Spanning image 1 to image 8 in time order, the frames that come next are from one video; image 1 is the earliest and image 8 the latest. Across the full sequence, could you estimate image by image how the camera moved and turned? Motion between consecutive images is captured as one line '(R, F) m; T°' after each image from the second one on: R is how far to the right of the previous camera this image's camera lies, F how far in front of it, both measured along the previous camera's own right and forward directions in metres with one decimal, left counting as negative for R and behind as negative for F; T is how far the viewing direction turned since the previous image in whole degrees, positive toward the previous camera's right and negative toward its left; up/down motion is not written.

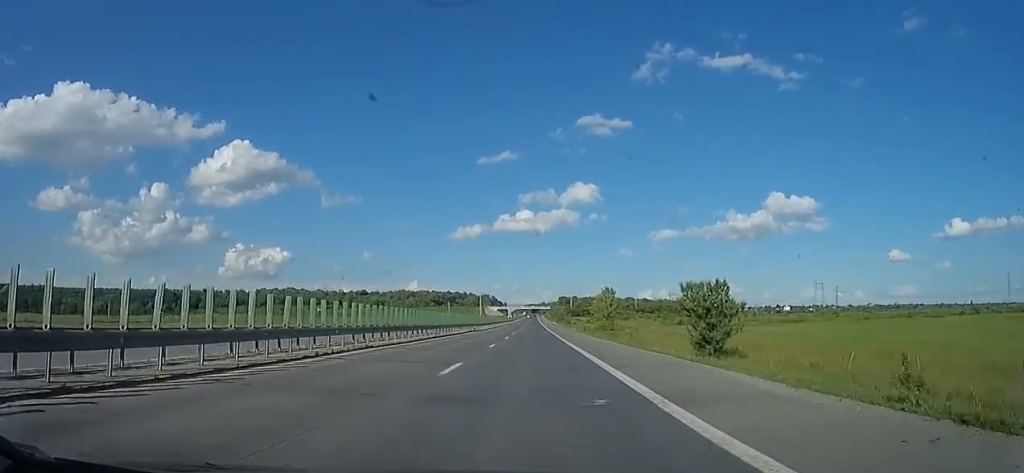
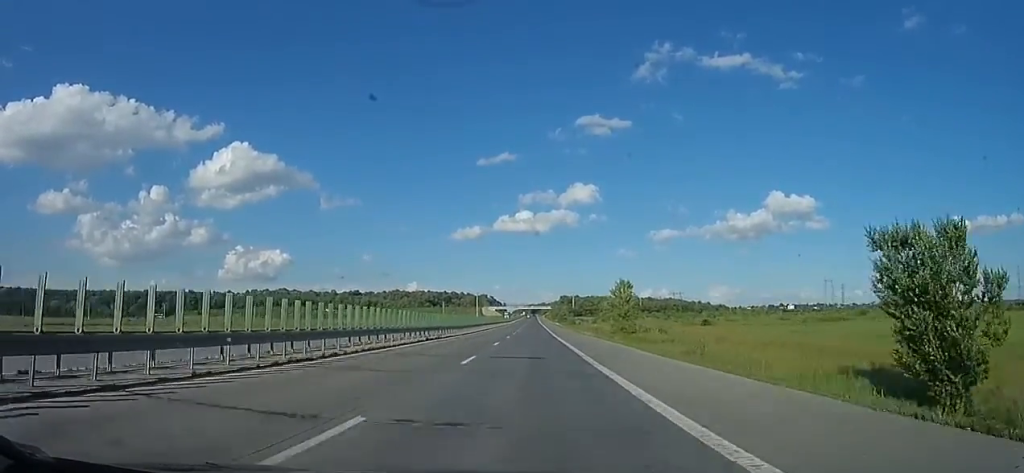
(-0.4, +19.8) m; -1°
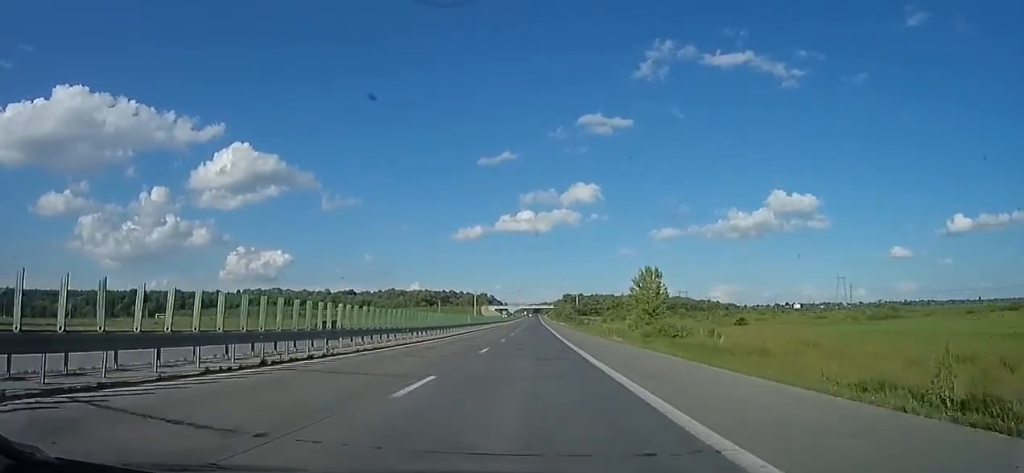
(-0.4, +19.3) m; -1°
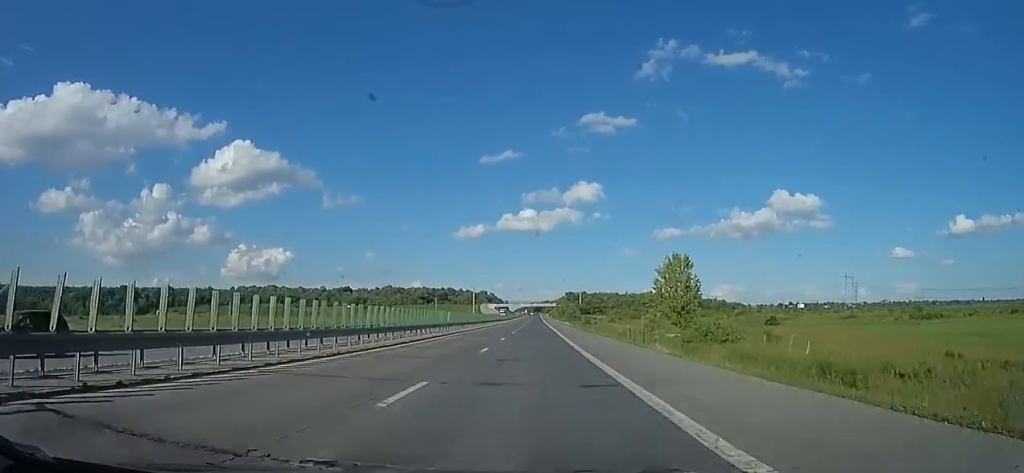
(-0.1, +12.7) m; 0°
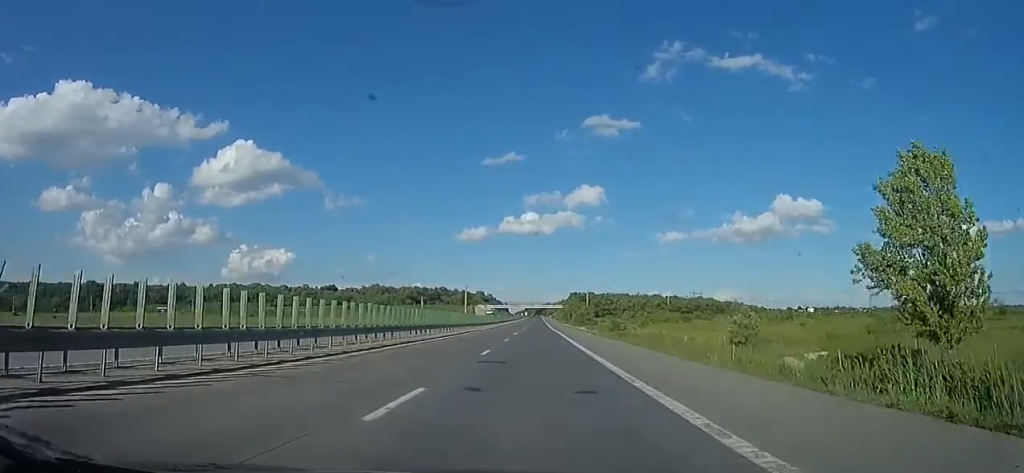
(-0.2, +37.0) m; 0°
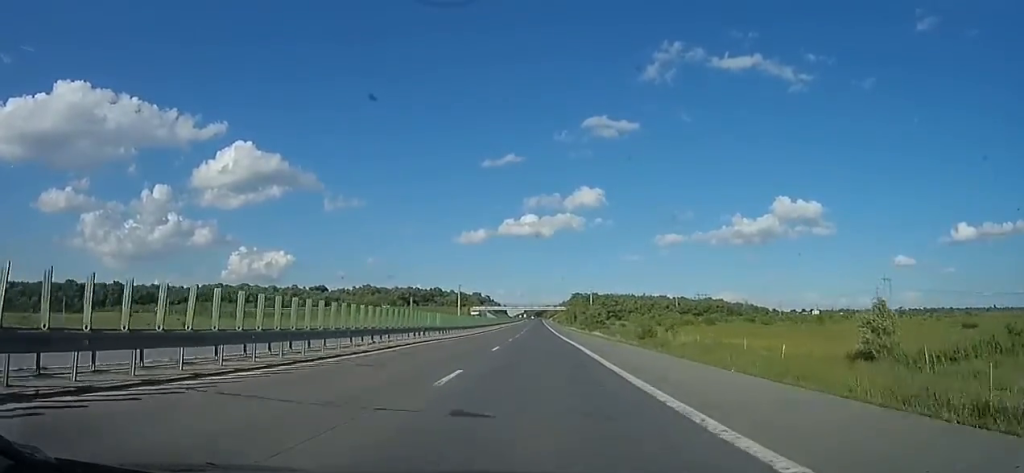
(0.0, +20.2) m; +1°
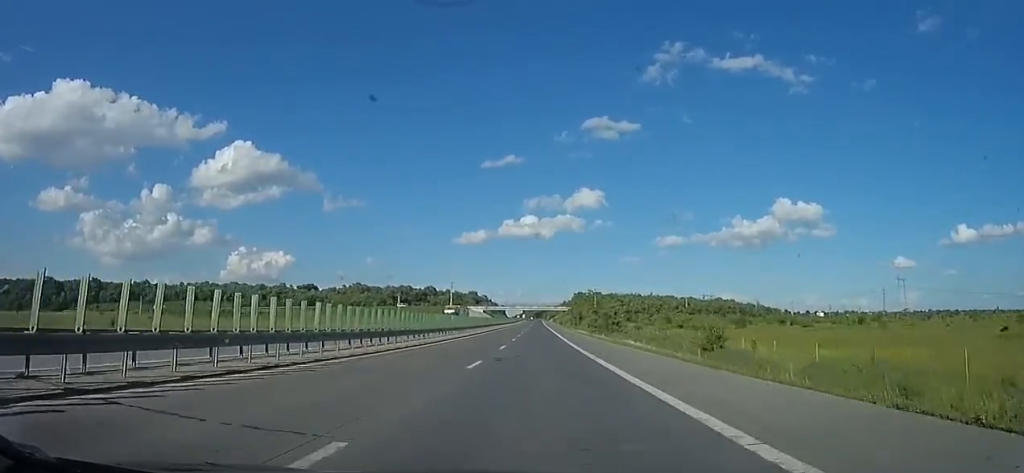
(-0.1, +19.7) m; +2°
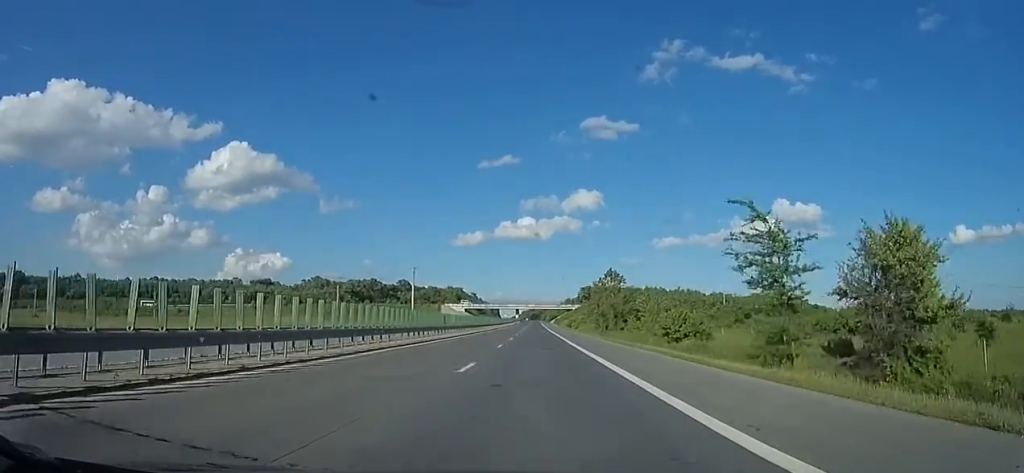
(+0.3, +61.1) m; -2°
